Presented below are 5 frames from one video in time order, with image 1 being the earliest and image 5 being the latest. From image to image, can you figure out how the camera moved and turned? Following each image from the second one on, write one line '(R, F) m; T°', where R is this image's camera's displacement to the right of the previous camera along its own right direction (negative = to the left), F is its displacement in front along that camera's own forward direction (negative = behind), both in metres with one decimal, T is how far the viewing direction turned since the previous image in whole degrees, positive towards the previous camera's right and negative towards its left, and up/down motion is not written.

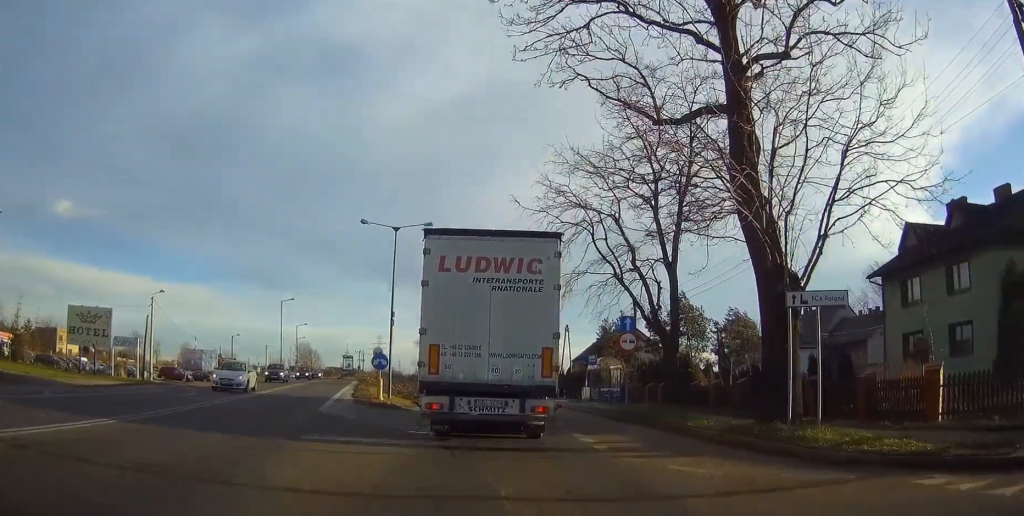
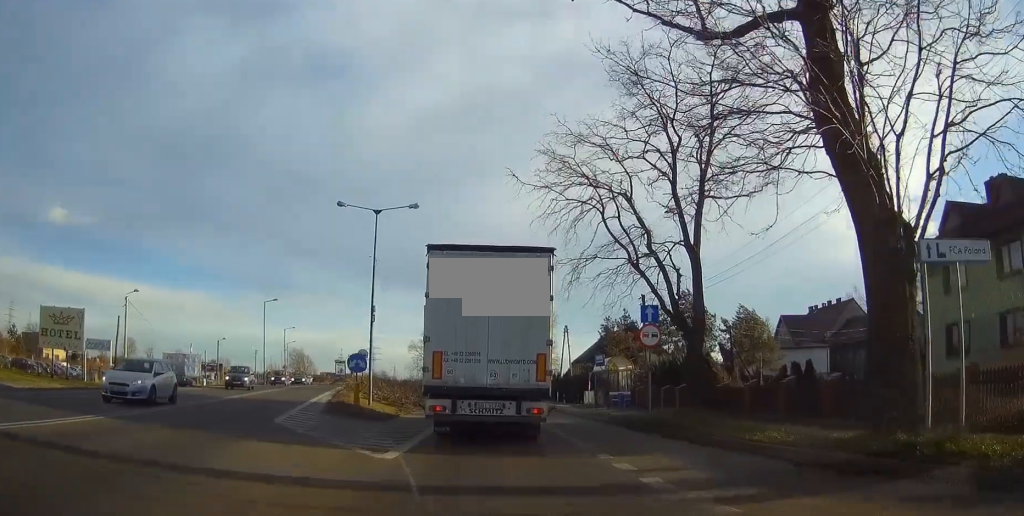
(+0.1, +4.8) m; +2°
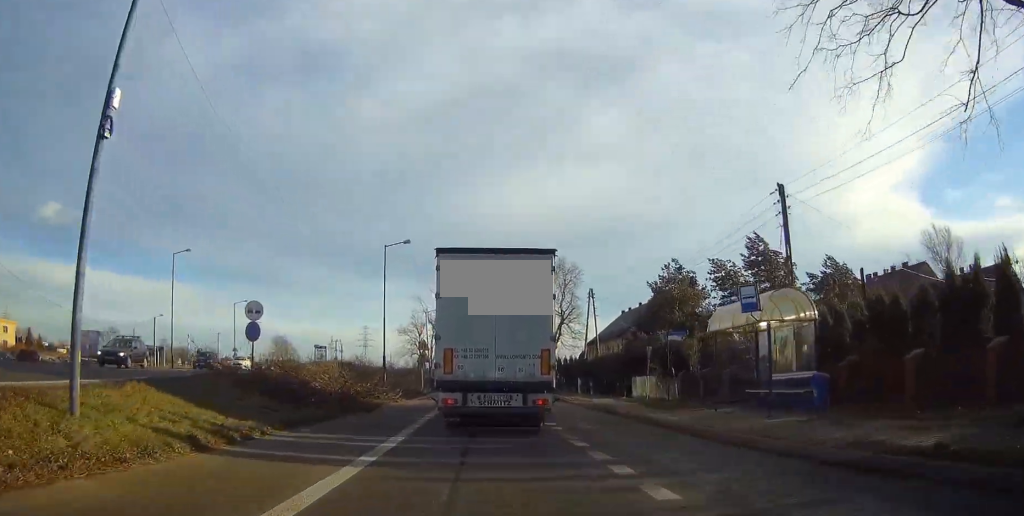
(+1.2, +22.5) m; +2°
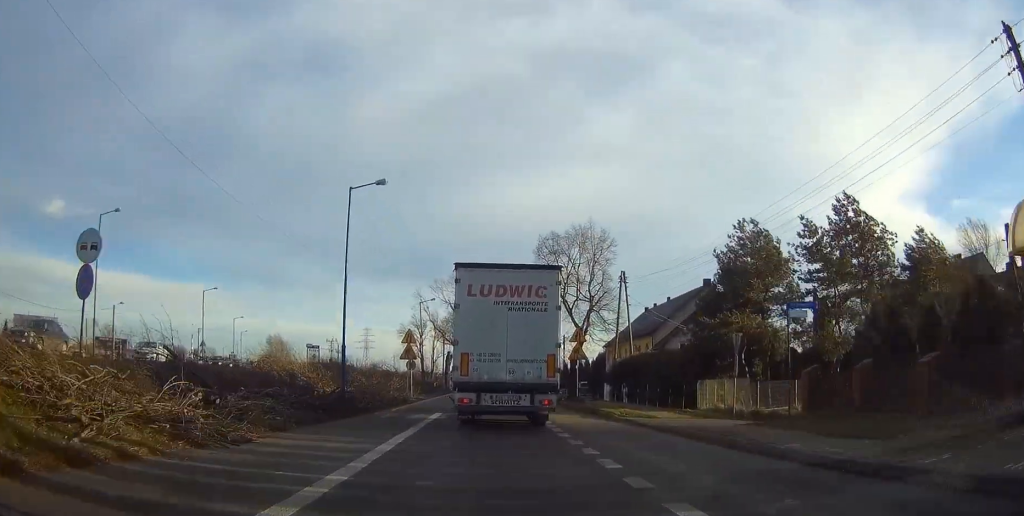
(-0.3, +13.6) m; -1°
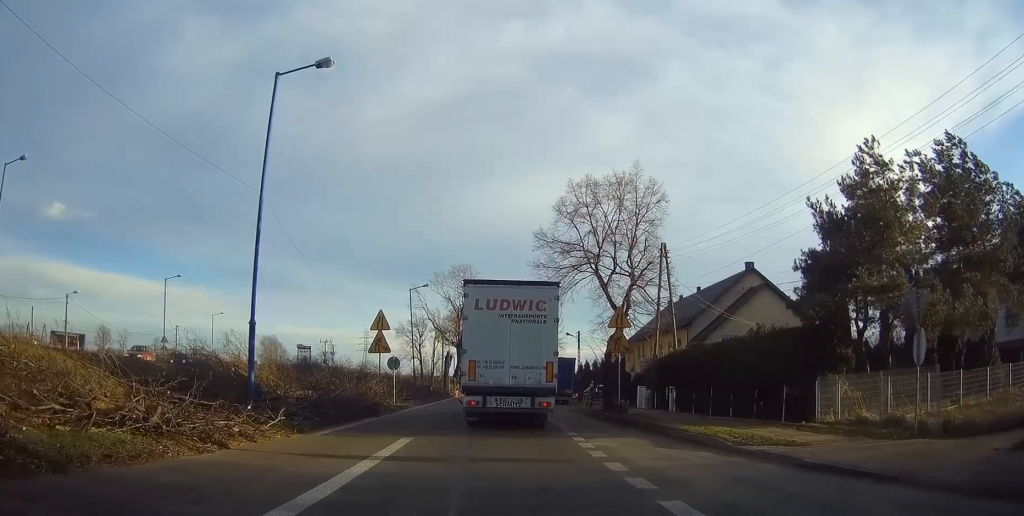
(0.0, +12.3) m; 0°
